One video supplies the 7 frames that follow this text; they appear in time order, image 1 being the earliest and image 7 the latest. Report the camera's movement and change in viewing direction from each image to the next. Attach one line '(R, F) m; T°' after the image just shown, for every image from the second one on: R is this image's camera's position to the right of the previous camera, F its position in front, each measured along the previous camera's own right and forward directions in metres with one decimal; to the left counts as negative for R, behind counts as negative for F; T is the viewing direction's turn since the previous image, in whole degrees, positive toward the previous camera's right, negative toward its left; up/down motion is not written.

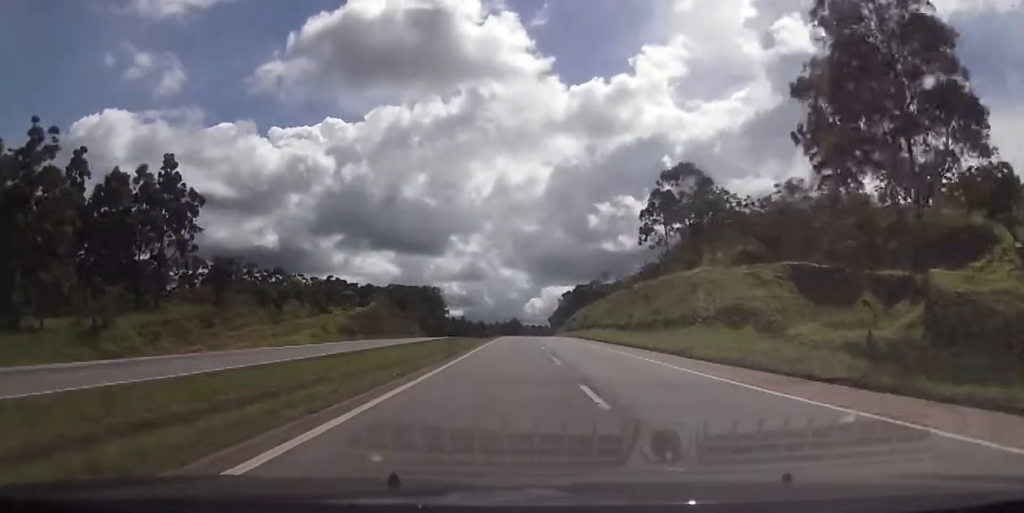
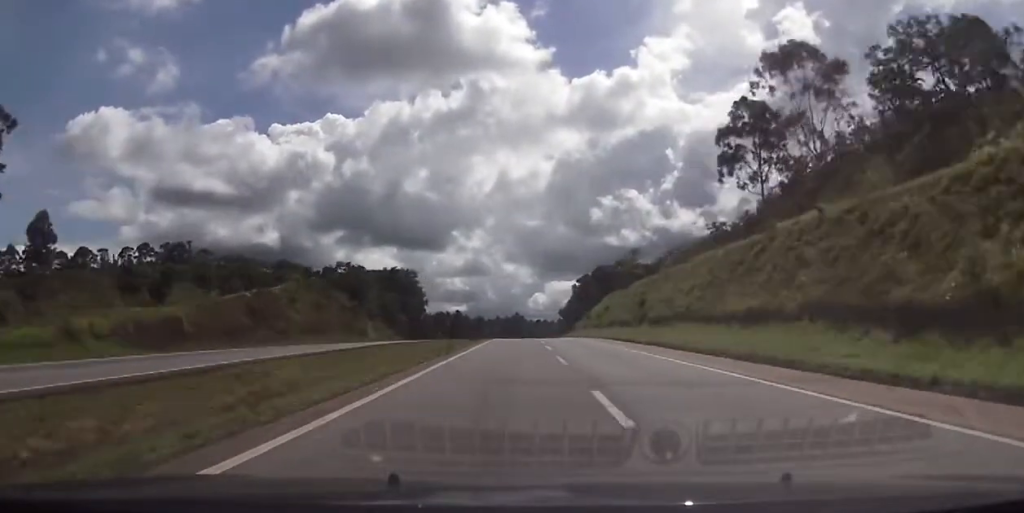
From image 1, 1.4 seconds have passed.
(0.0, +54.3) m; 0°
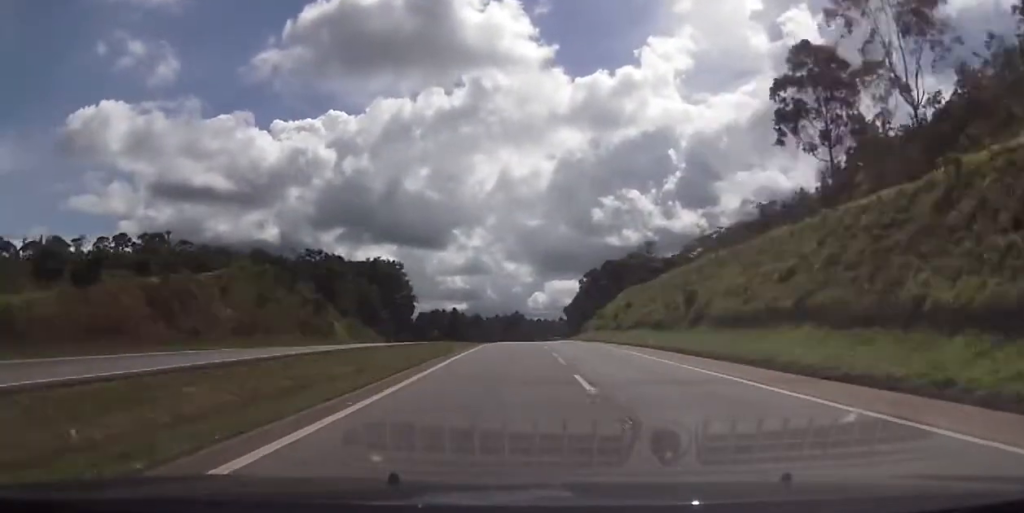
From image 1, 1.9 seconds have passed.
(0.0, +19.2) m; 0°
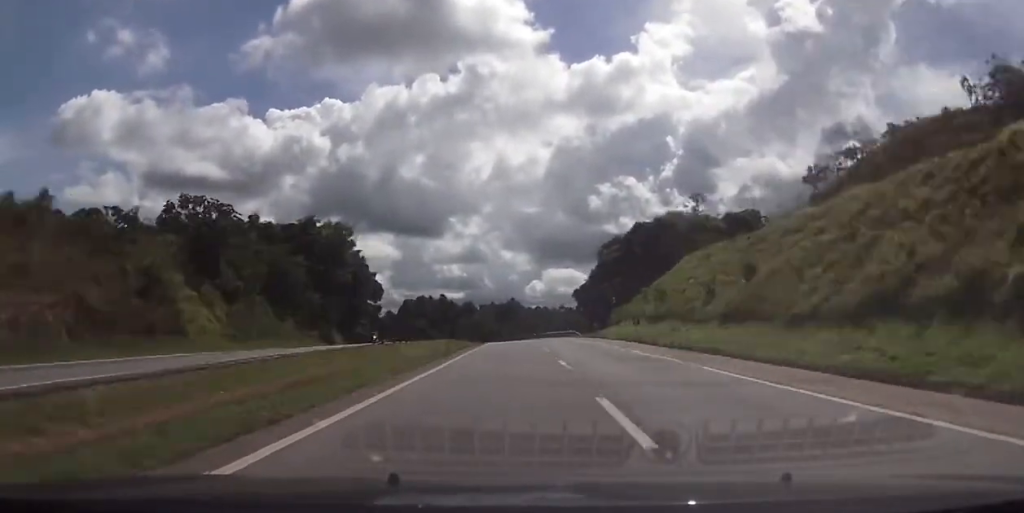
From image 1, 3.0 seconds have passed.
(-0.2, +42.8) m; -1°
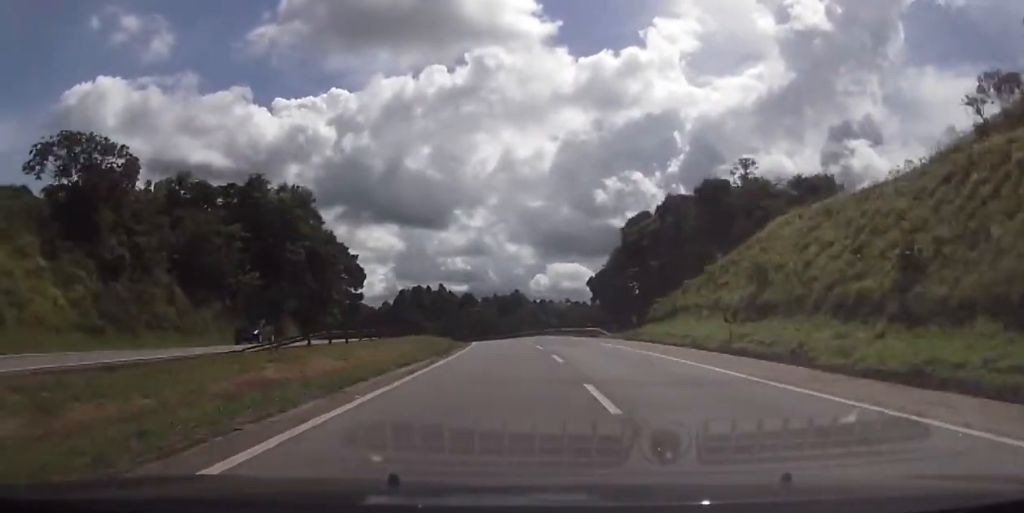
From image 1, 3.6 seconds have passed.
(-0.4, +22.4) m; 0°
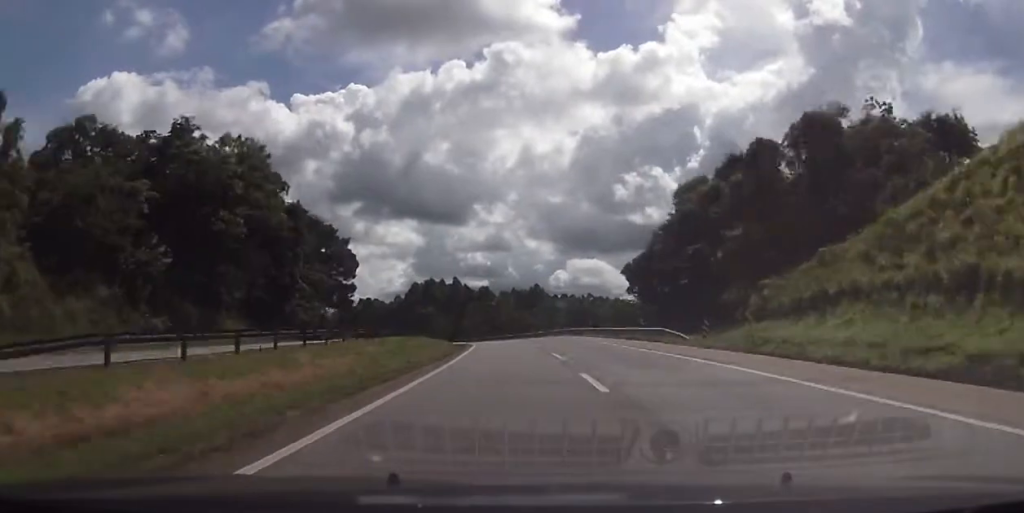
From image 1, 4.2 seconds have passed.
(+0.2, +21.8) m; 0°
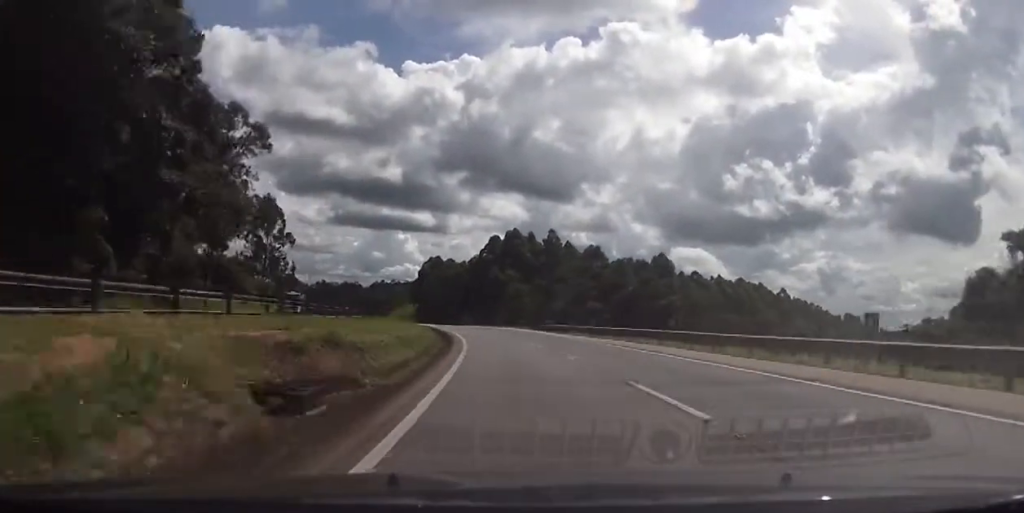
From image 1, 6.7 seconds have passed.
(-4.3, +87.6) m; -8°
